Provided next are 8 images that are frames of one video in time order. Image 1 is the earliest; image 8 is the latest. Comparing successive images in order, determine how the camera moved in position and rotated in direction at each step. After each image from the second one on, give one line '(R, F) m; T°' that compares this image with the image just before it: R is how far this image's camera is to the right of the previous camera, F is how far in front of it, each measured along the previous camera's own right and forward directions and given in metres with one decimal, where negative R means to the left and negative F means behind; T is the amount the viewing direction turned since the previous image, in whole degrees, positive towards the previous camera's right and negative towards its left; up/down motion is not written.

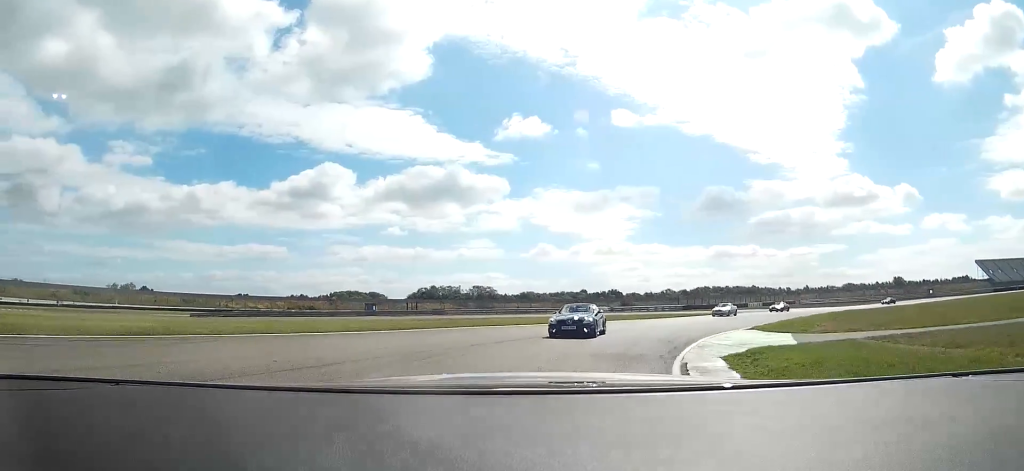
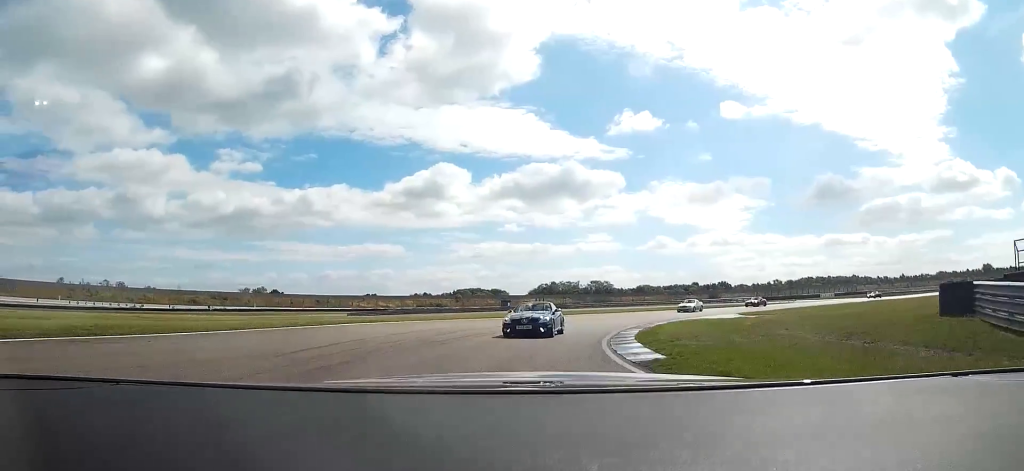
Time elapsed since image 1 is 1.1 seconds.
(-2.2, +24.3) m; -10°
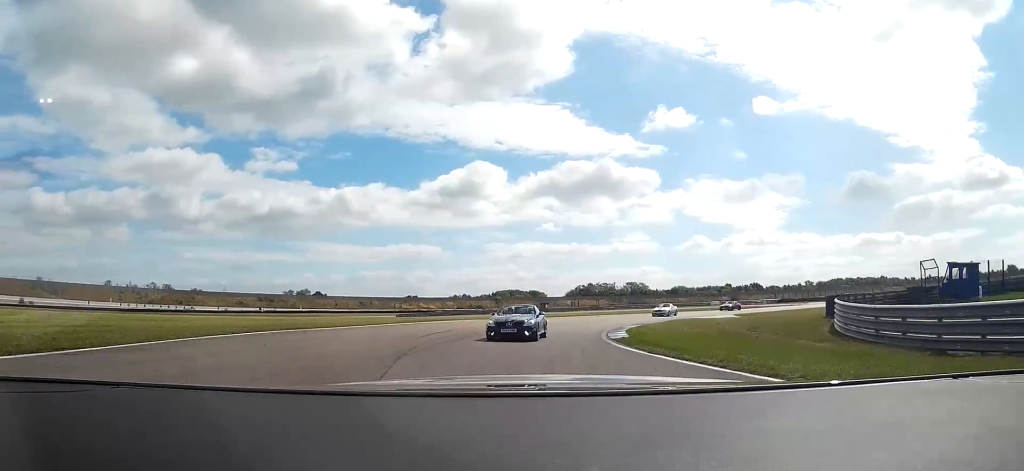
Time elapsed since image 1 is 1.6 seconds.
(-0.7, +11.4) m; -3°
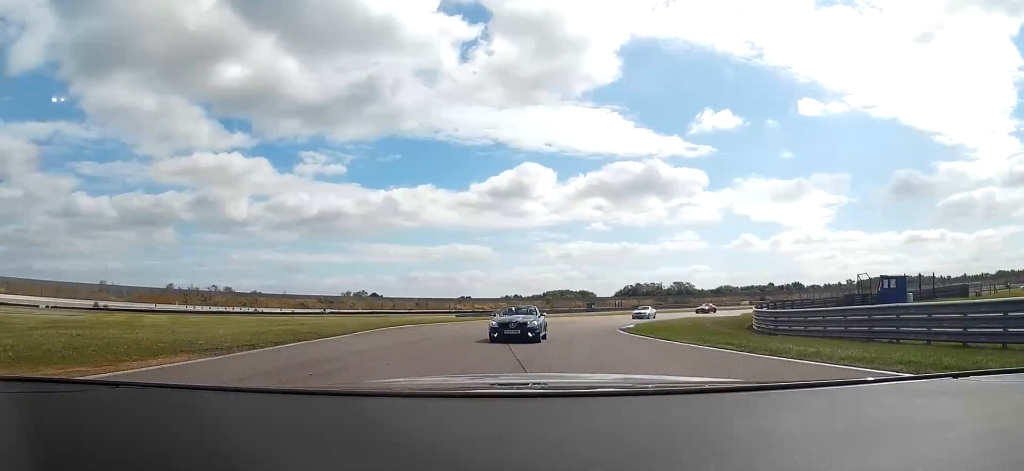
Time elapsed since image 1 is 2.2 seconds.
(-0.4, +14.4) m; -4°
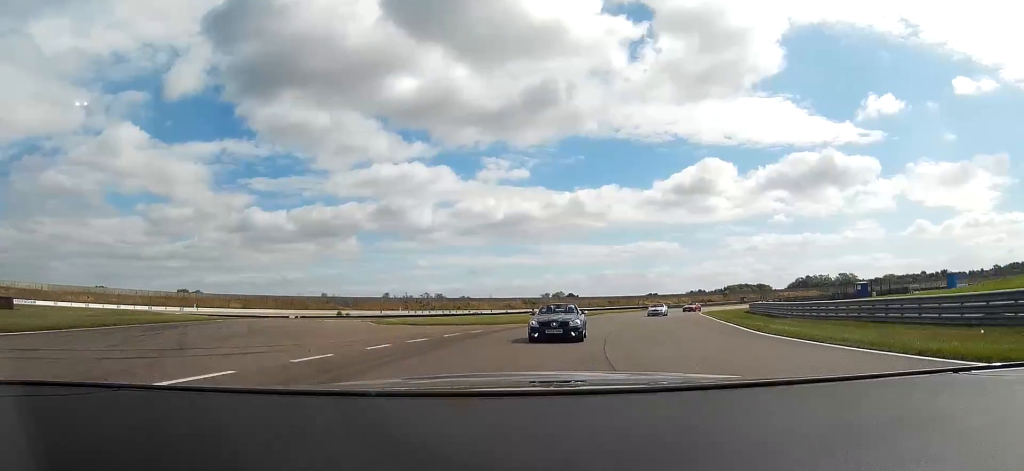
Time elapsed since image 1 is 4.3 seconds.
(-5.5, +46.0) m; -15°
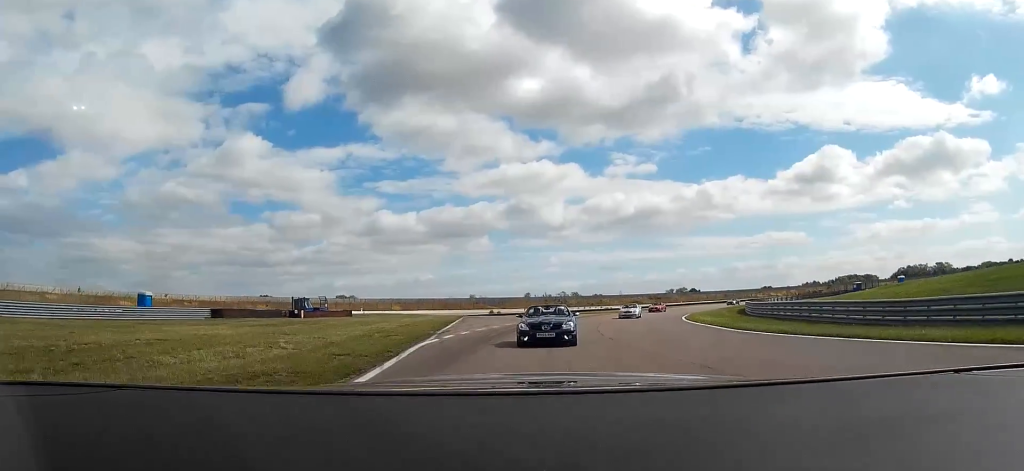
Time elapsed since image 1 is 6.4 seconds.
(-5.5, +44.0) m; -15°
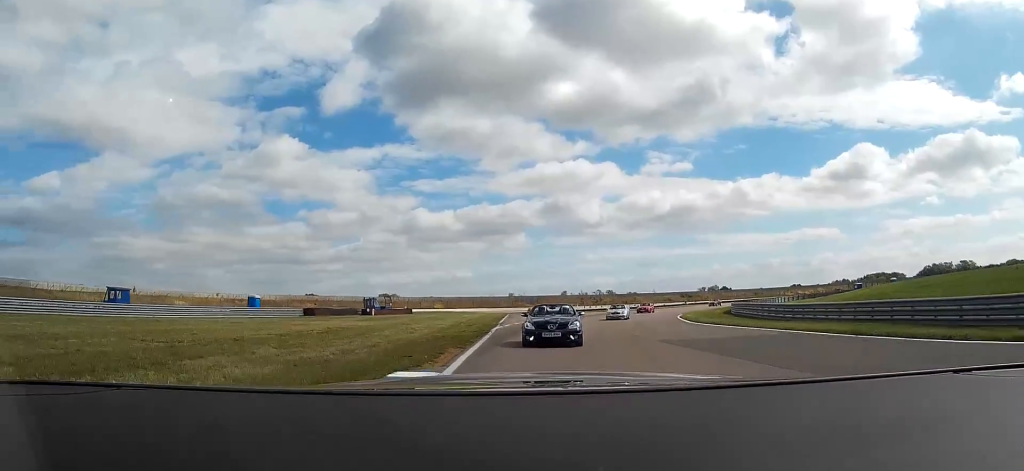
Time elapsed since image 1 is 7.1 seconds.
(-1.0, +14.4) m; -5°
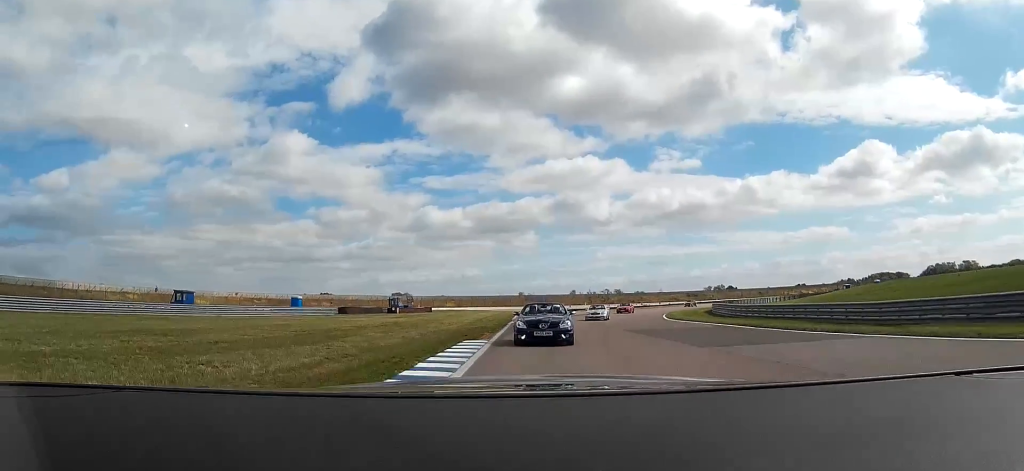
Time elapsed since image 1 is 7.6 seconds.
(-0.2, +9.6) m; -1°
